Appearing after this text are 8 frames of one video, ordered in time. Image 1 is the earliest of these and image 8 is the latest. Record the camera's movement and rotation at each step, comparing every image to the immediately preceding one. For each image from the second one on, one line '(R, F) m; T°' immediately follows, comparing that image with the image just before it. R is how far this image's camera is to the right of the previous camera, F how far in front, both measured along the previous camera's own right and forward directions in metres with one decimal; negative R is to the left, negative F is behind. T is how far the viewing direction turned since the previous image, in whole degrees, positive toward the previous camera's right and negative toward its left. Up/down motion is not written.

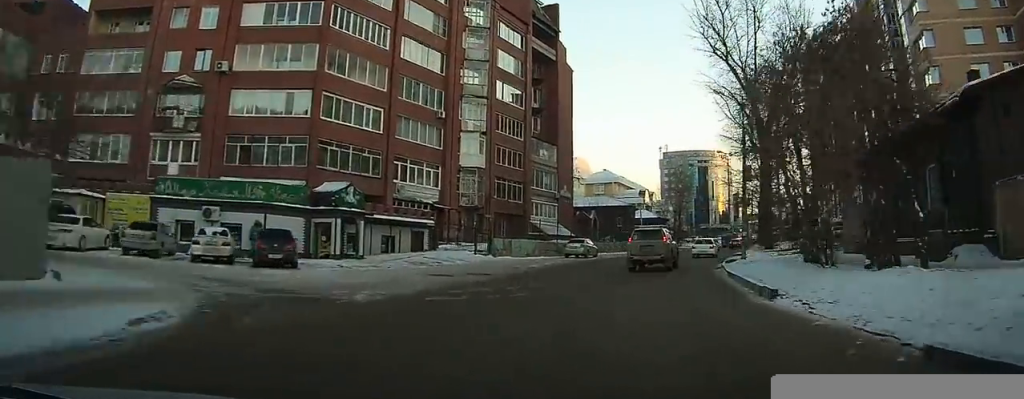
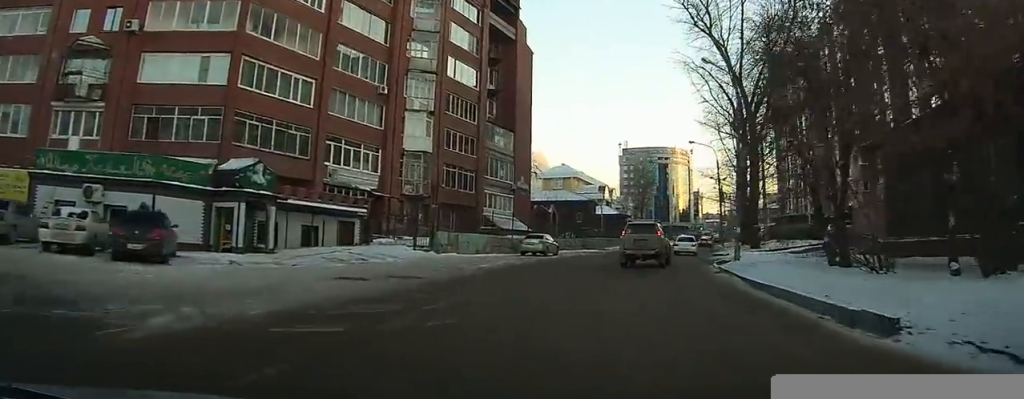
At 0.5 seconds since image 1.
(+0.1, +5.9) m; +3°
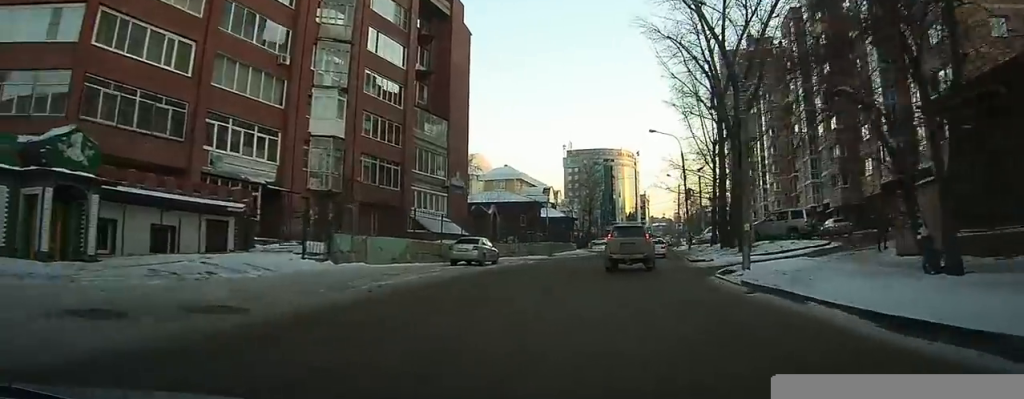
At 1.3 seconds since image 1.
(+0.3, +7.9) m; +3°
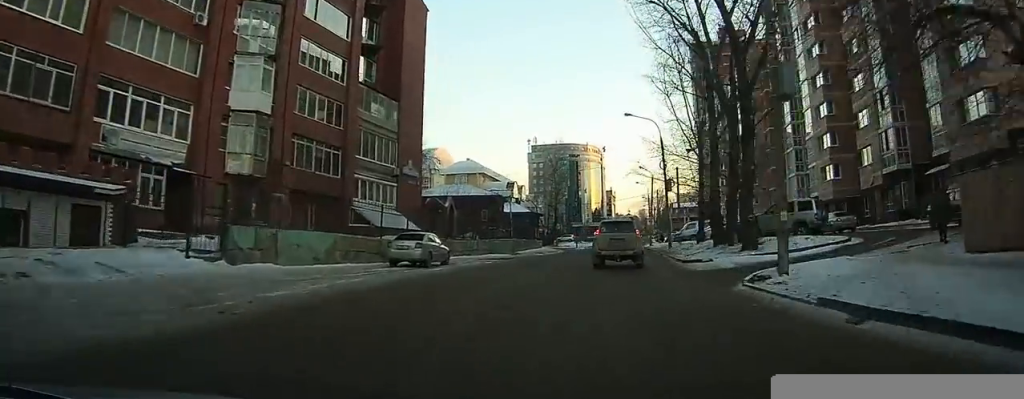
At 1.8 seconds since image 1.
(0.0, +5.7) m; +2°
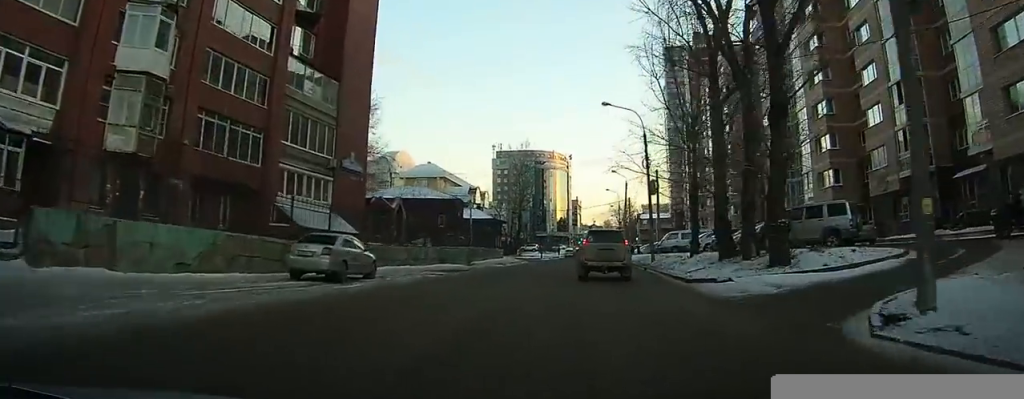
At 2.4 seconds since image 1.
(+0.2, +6.6) m; +3°
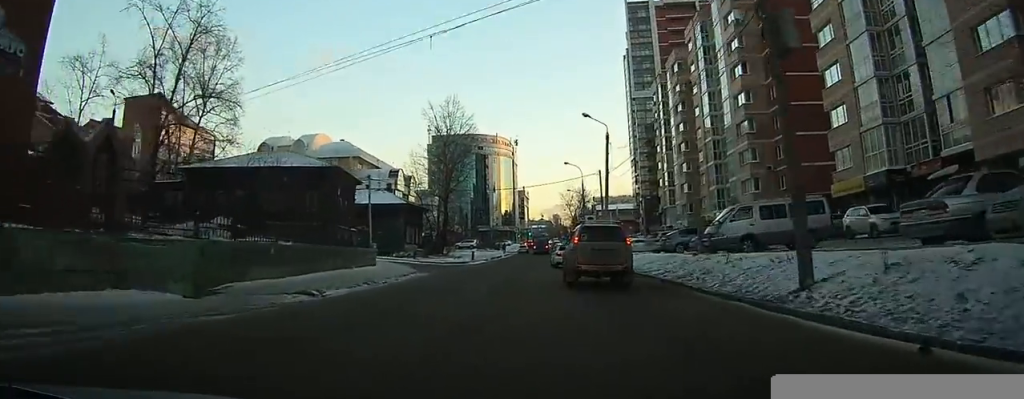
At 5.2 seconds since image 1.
(+2.5, +27.6) m; +10°
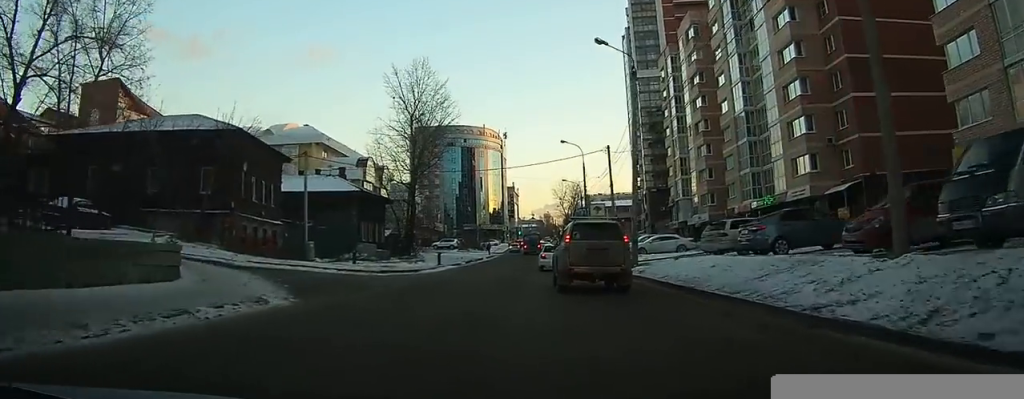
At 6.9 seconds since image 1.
(+0.7, +15.3) m; +6°
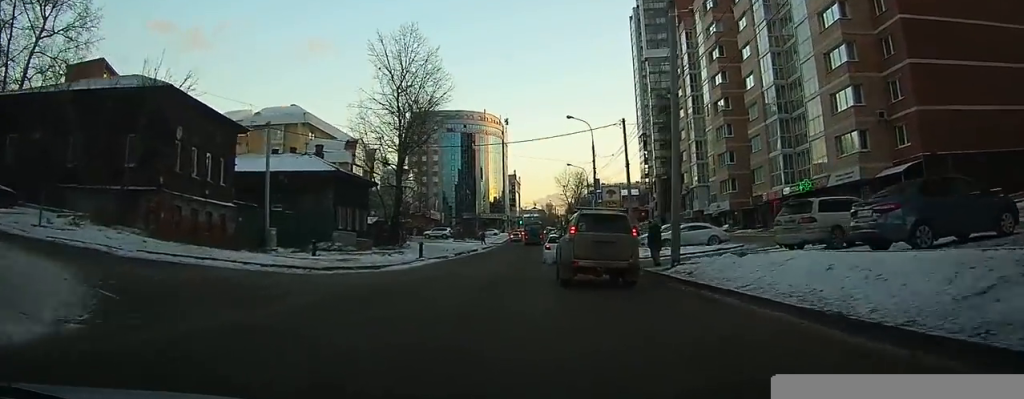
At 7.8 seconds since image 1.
(+0.2, +7.4) m; +1°
